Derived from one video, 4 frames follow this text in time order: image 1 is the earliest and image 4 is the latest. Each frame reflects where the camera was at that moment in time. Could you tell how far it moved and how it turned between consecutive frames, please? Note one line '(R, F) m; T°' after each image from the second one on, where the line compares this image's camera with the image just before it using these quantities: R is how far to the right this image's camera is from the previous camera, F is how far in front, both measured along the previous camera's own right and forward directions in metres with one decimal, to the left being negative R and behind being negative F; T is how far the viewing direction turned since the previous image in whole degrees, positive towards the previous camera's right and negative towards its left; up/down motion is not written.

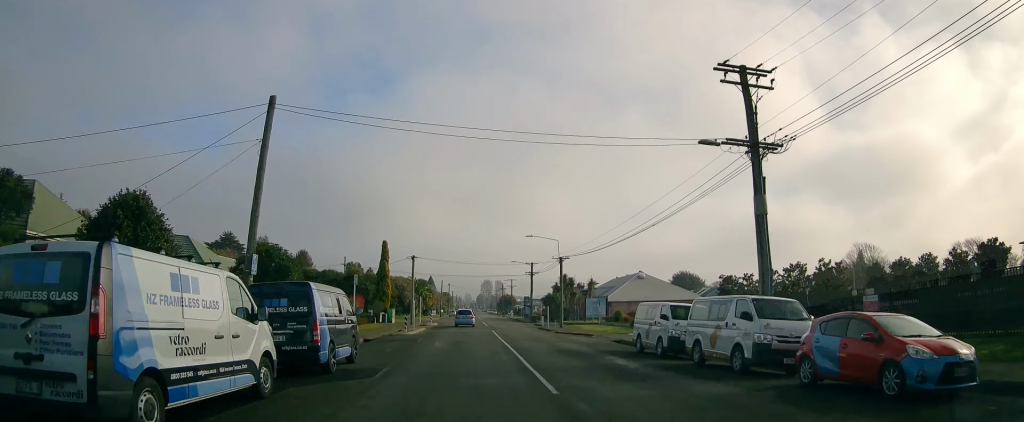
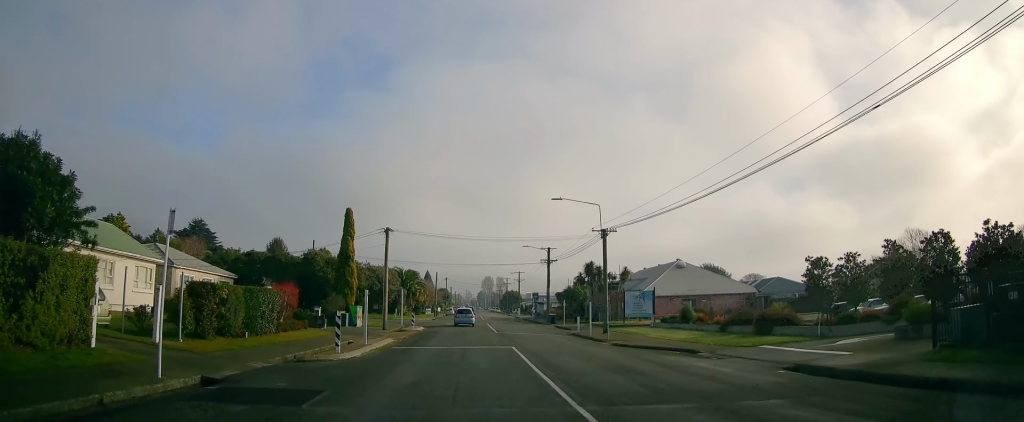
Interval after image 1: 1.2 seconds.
(+0.1, +18.1) m; +2°
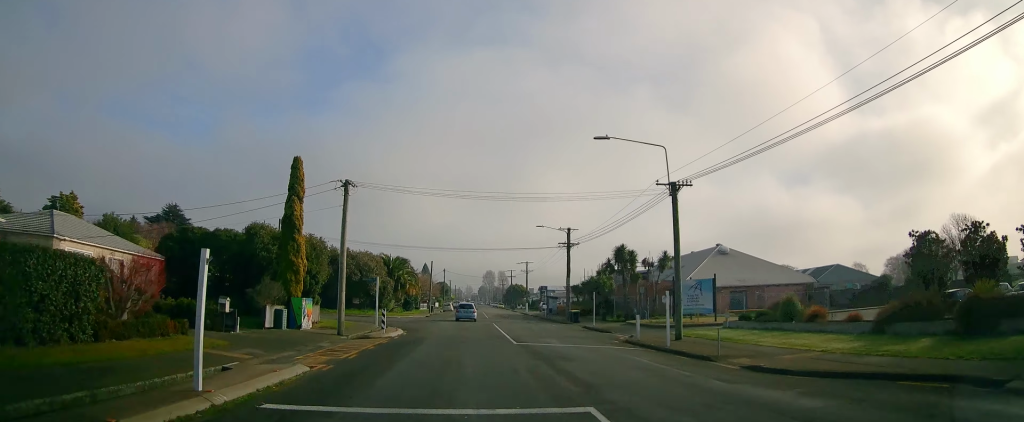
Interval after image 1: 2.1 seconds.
(+0.3, +13.2) m; +1°
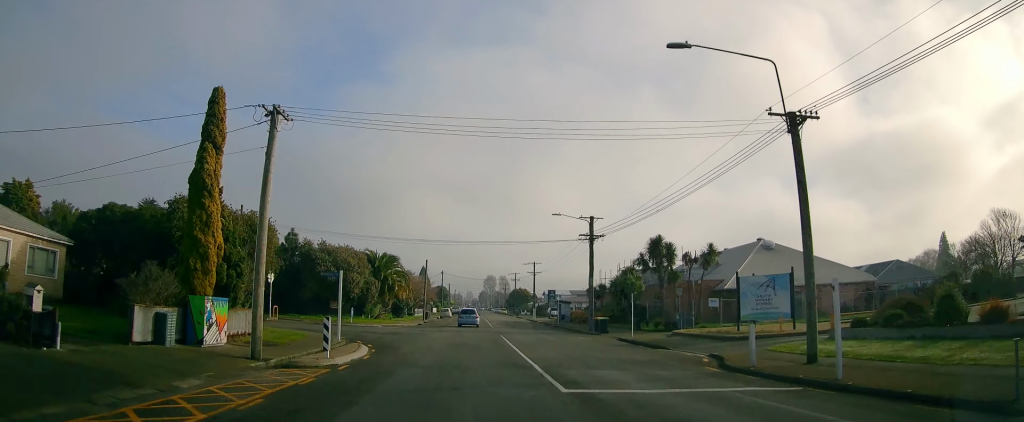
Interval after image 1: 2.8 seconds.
(+0.3, +10.1) m; -1°
